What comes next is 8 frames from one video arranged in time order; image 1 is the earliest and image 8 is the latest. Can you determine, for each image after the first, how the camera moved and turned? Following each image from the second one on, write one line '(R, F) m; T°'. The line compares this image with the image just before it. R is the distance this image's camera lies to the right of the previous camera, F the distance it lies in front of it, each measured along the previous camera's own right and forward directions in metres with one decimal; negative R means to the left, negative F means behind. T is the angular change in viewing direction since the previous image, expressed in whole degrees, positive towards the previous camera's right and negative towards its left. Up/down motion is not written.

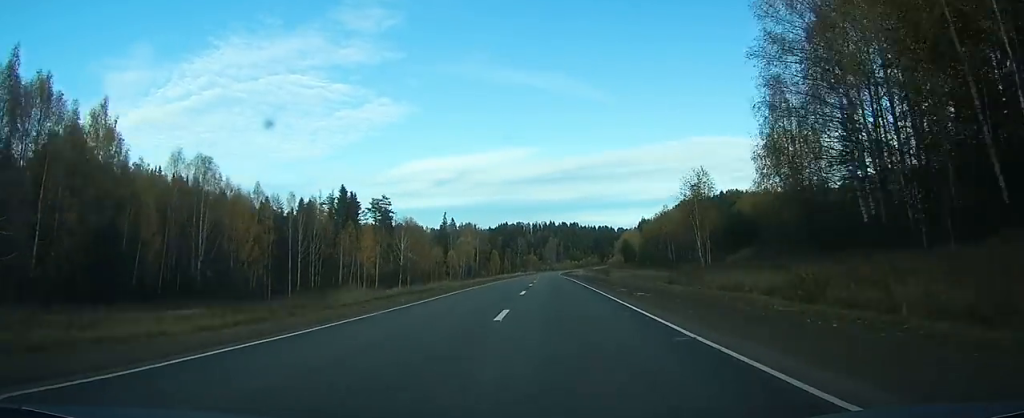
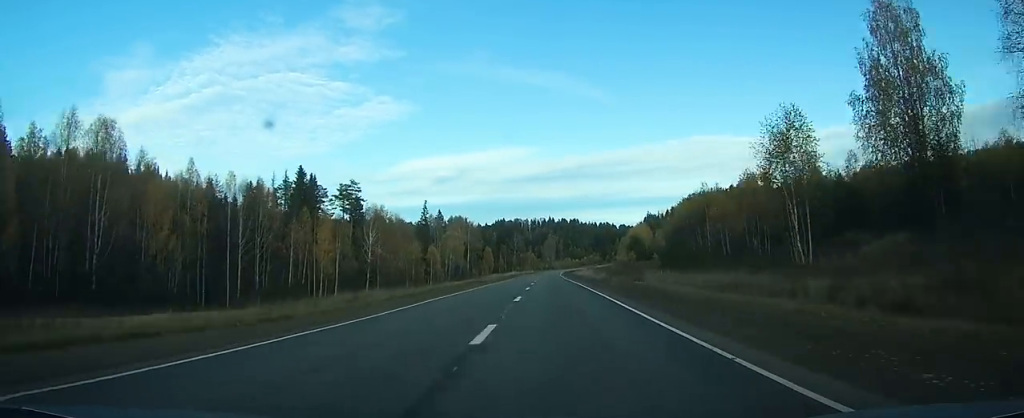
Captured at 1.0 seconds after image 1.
(0.0, +28.6) m; 0°
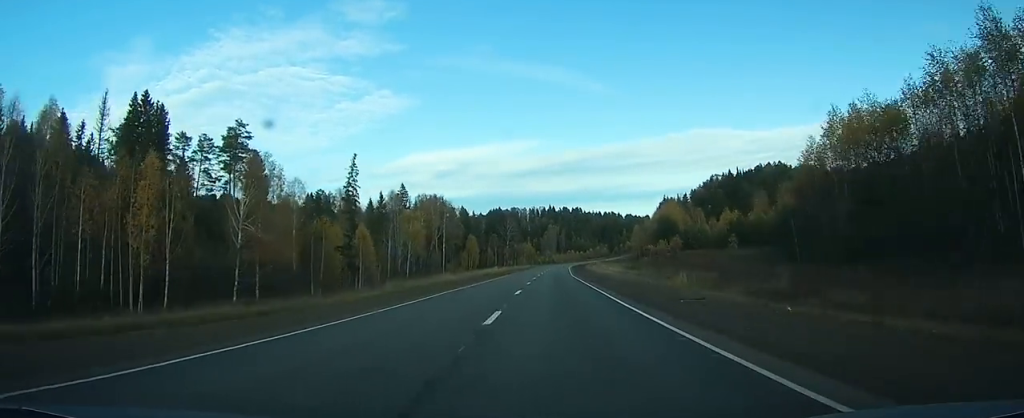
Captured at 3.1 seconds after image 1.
(0.0, +58.4) m; 0°
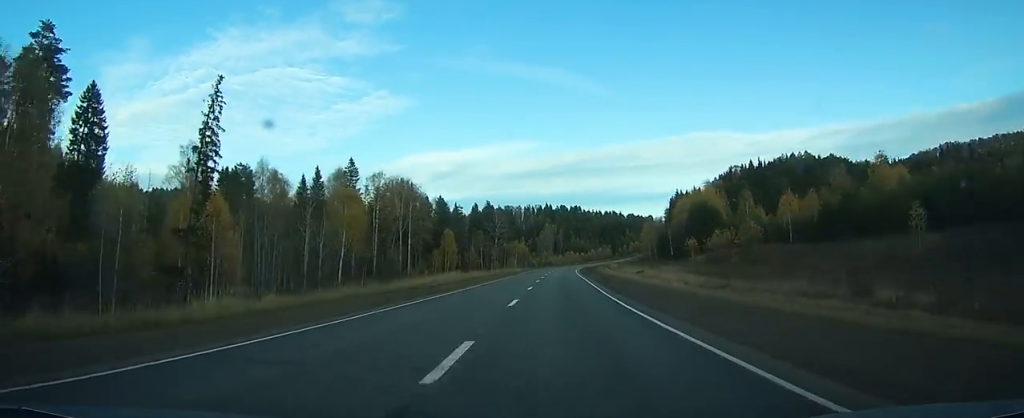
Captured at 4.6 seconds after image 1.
(+0.1, +42.9) m; 0°
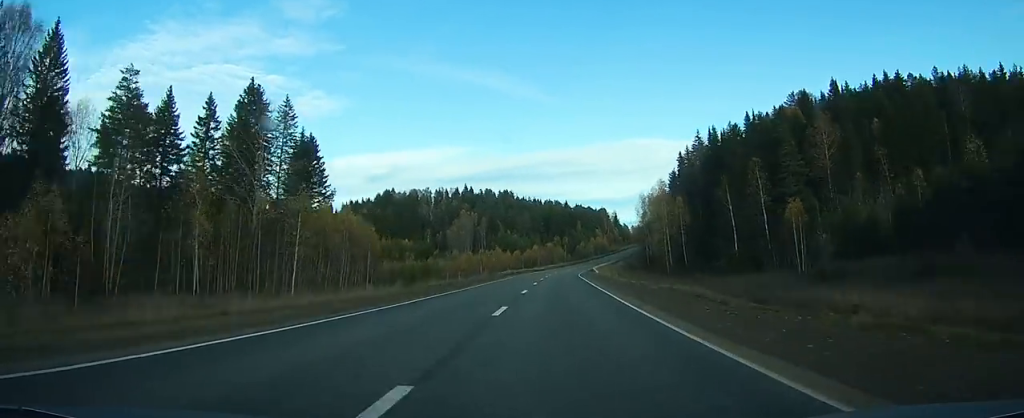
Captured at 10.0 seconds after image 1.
(+4.5, +149.2) m; +5°
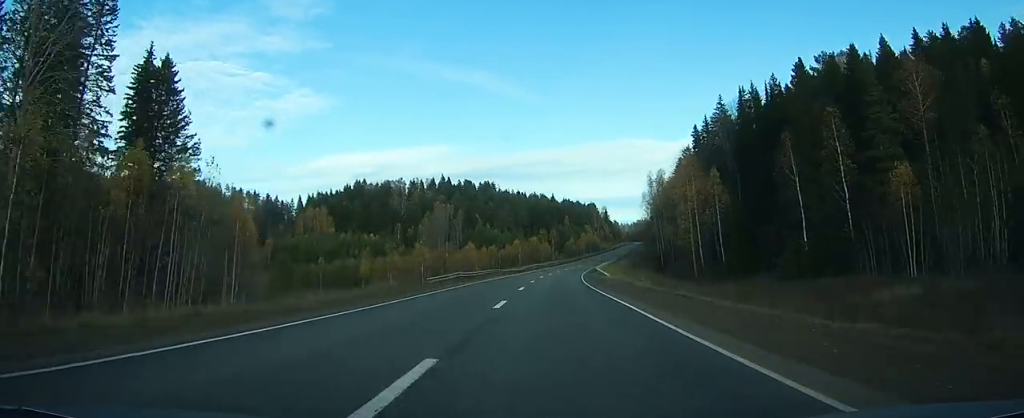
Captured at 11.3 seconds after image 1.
(+0.7, +34.9) m; +2°
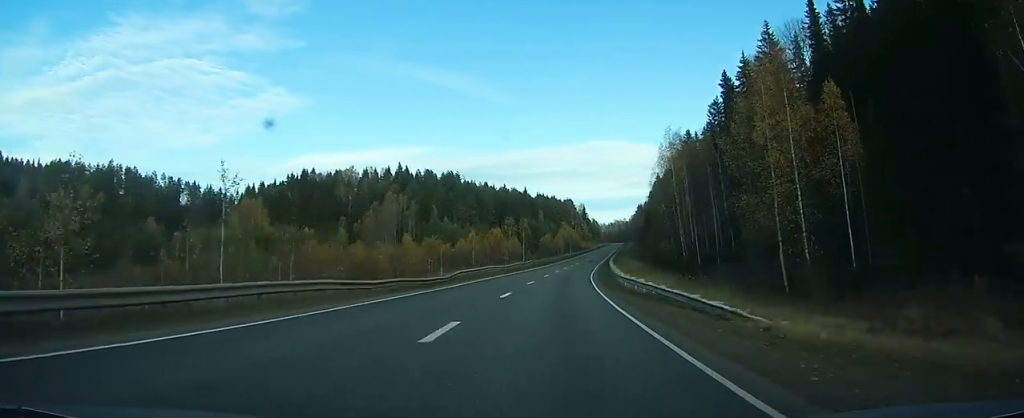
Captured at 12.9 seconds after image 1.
(+1.1, +43.9) m; +3°
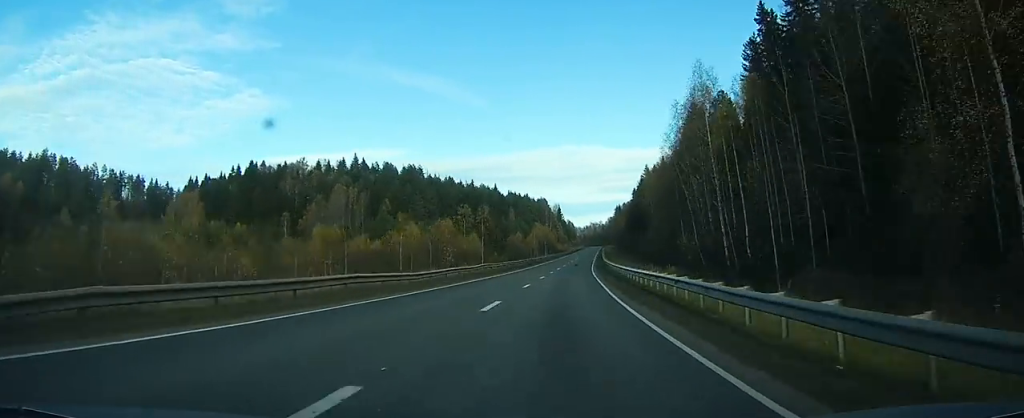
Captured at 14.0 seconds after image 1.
(+0.3, +31.0) m; +2°
